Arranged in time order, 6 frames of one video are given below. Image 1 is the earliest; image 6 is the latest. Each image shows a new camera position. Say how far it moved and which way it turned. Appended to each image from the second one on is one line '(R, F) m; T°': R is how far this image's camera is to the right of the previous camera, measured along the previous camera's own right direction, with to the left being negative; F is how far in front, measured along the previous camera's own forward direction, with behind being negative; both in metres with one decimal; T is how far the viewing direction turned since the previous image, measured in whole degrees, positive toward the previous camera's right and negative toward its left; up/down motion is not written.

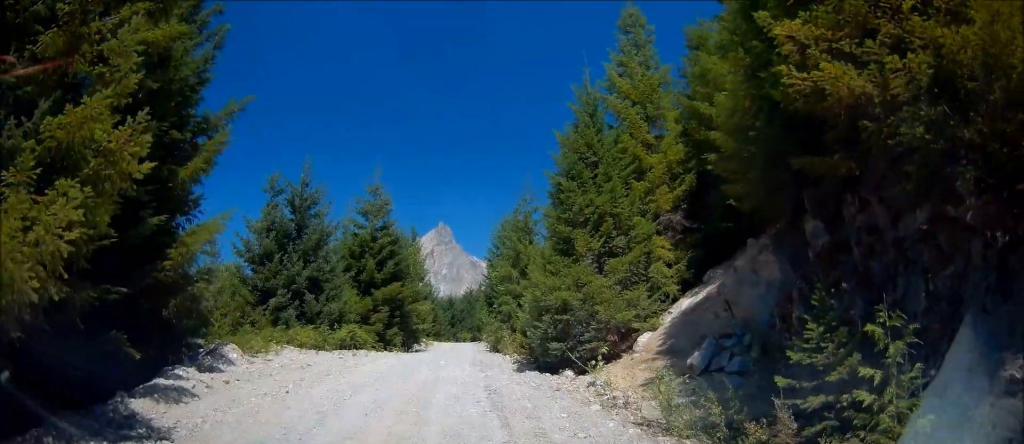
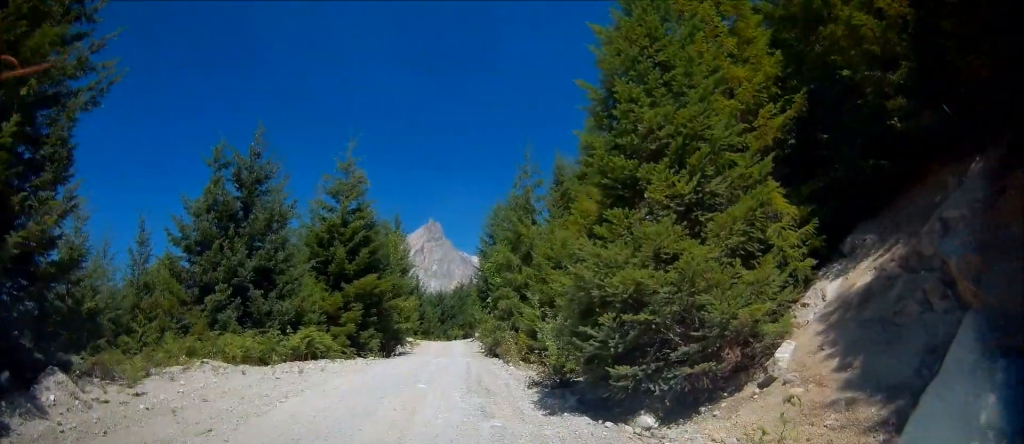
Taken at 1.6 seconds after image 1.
(-0.1, +5.6) m; -3°
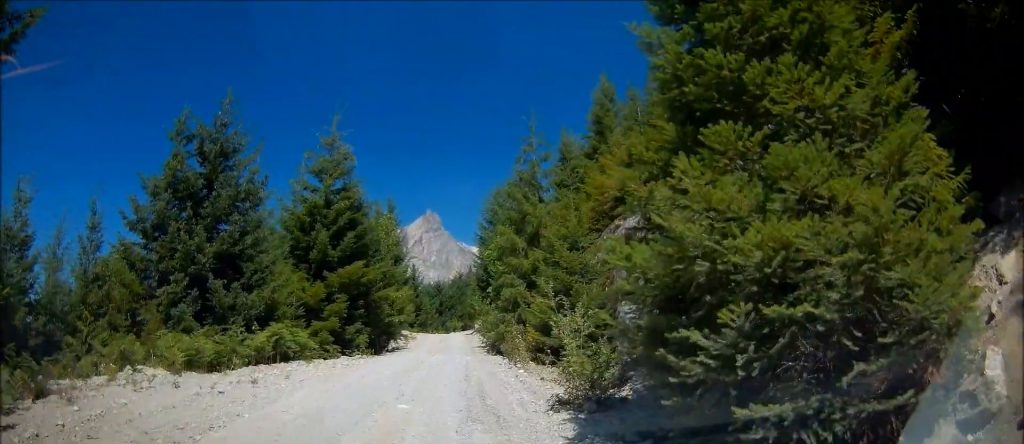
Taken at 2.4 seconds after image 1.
(0.0, +3.3) m; 0°
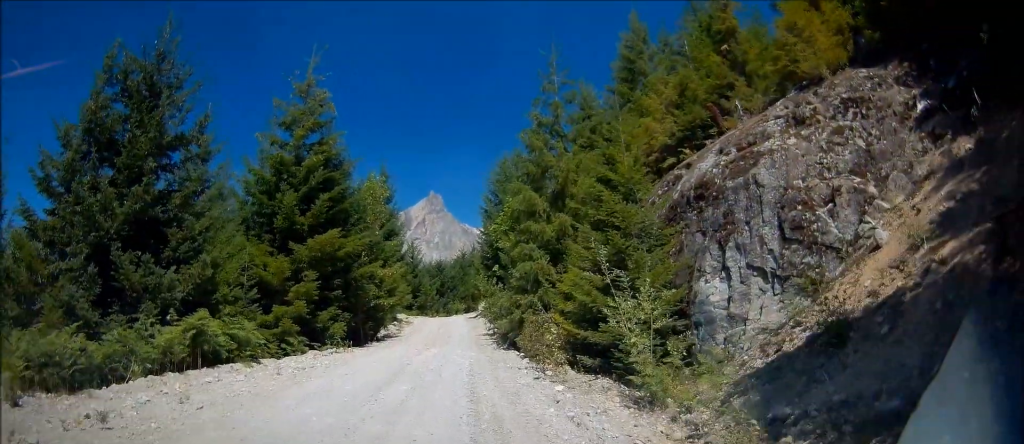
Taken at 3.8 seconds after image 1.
(0.0, +5.4) m; -2°
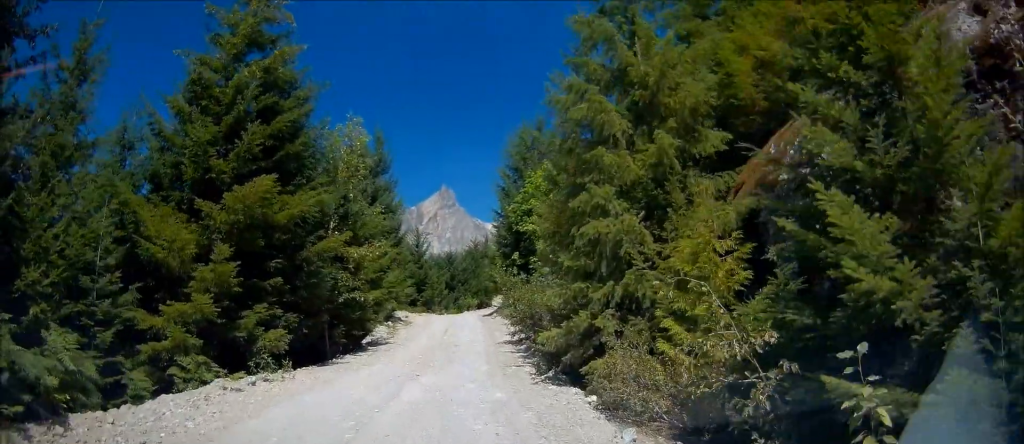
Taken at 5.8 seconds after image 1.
(-0.2, +8.9) m; -1°
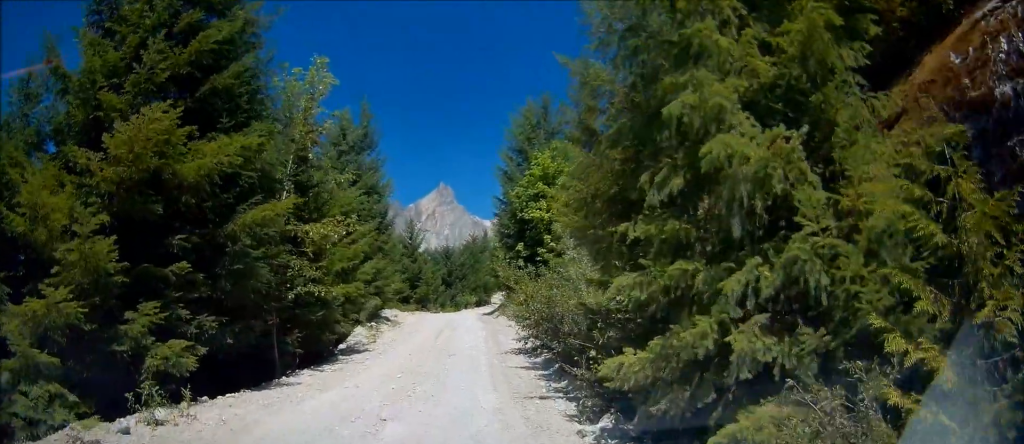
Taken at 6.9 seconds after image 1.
(0.0, +5.0) m; +2°
